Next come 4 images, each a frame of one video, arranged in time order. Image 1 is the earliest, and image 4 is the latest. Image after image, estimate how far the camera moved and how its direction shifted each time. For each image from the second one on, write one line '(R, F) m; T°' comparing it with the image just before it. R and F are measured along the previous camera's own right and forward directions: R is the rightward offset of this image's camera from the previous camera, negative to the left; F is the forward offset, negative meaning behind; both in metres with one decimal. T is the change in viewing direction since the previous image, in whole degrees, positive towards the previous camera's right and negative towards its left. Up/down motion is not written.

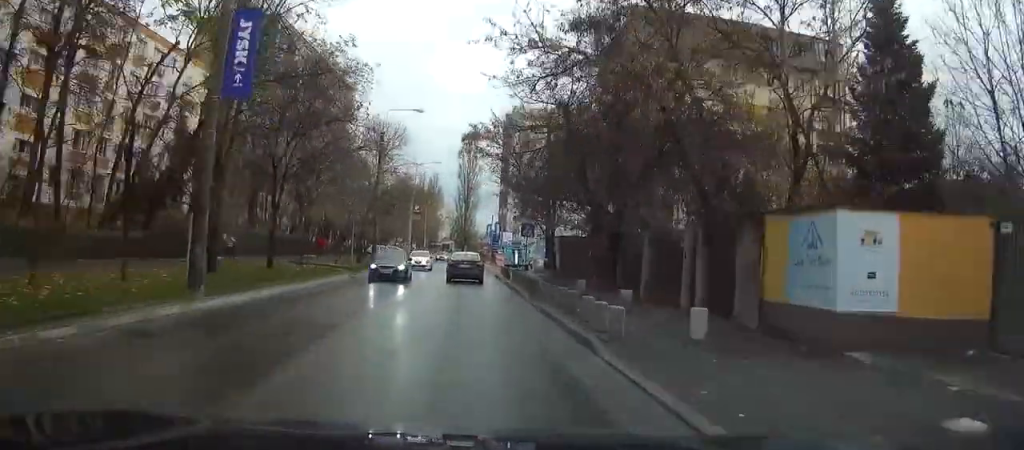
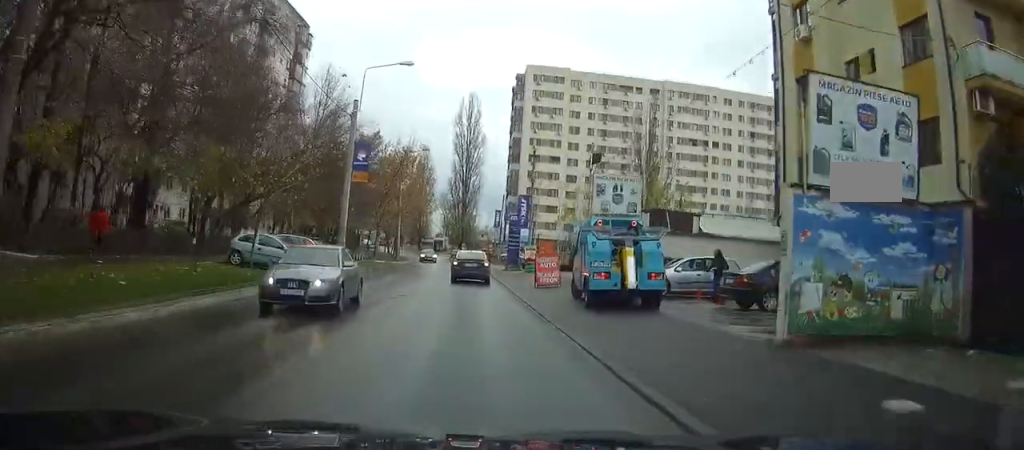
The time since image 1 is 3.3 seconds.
(+0.2, +40.7) m; 0°
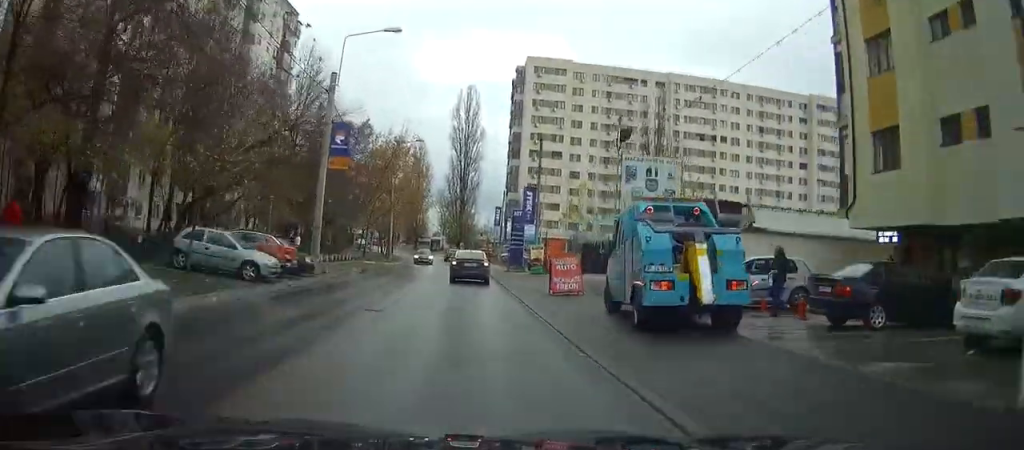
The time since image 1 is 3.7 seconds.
(0.0, +5.7) m; 0°
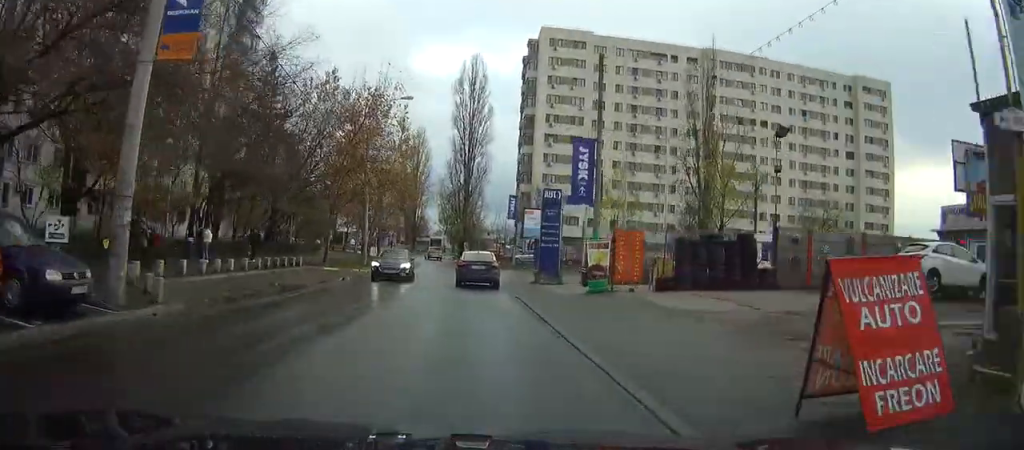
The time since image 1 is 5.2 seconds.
(+0.2, +18.0) m; +1°
